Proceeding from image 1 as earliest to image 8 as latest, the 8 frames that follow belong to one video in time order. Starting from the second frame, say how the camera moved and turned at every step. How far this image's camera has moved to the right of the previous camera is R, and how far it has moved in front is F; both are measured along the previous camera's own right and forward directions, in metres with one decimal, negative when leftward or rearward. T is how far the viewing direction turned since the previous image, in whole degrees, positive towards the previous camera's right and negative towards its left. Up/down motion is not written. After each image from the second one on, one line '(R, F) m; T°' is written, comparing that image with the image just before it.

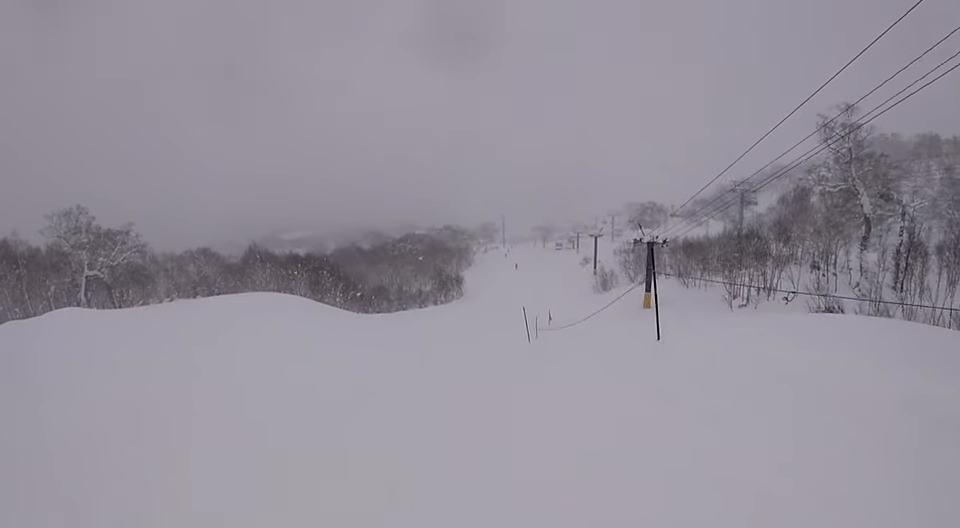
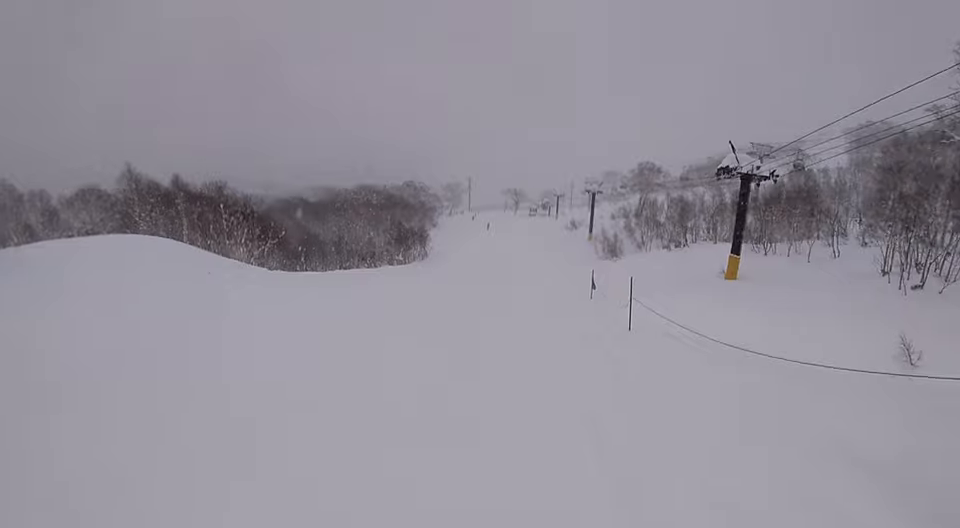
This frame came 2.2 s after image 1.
(+2.0, +19.0) m; +15°
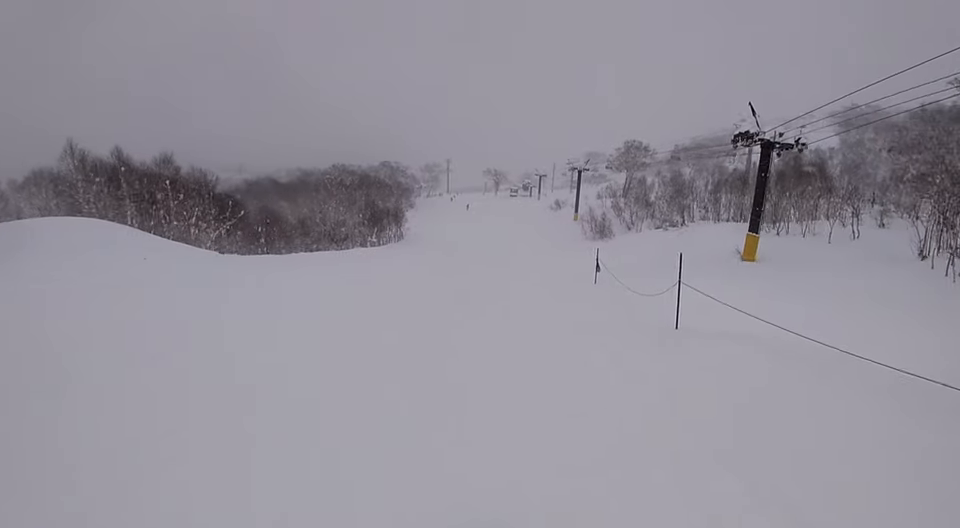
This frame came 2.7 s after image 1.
(+0.3, +3.9) m; +3°
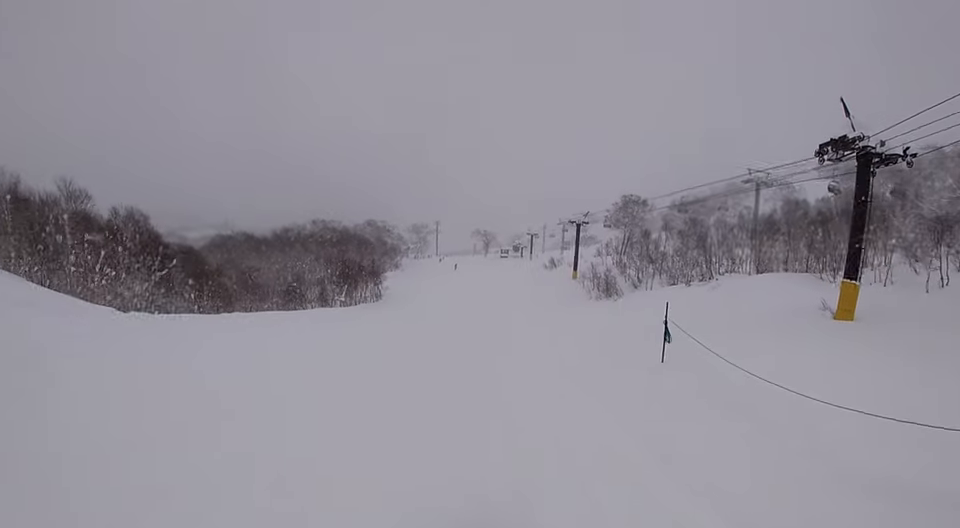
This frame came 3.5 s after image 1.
(+0.2, +8.6) m; 0°
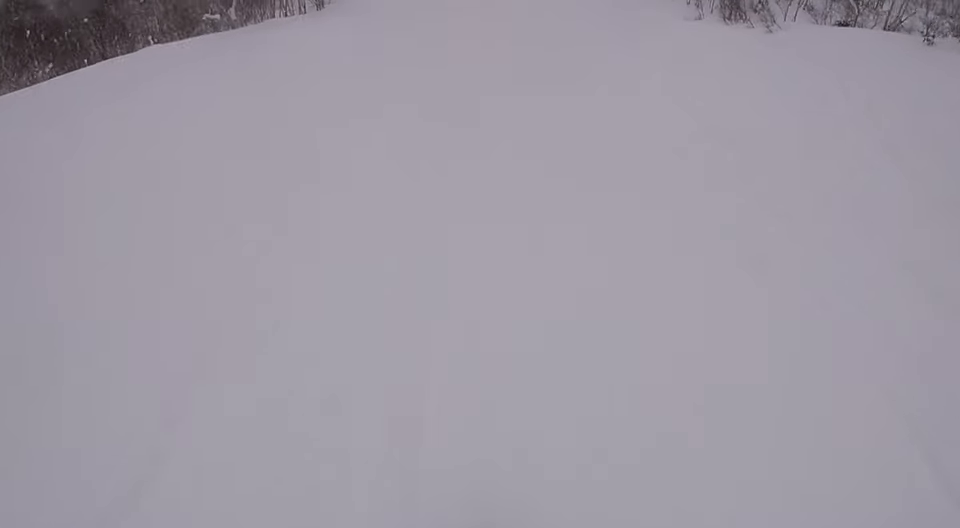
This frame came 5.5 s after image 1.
(-2.1, +18.9) m; -8°
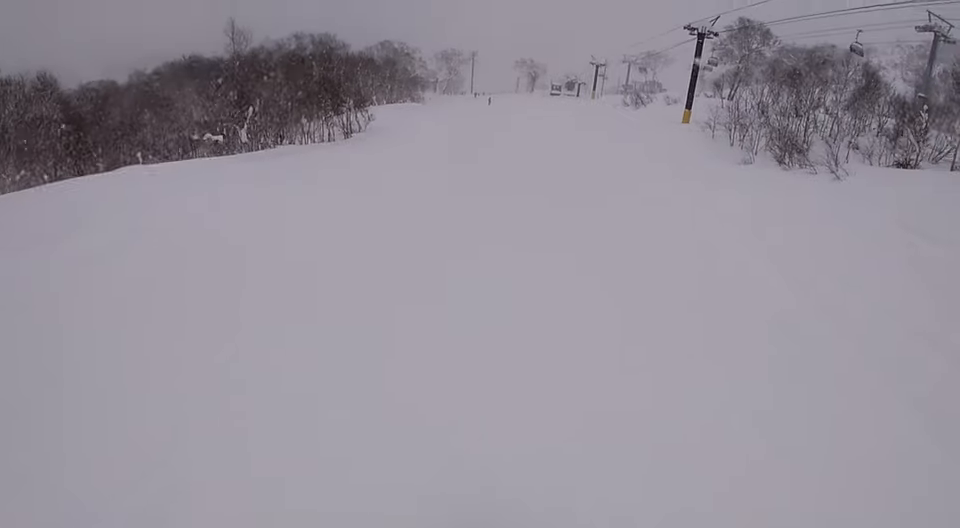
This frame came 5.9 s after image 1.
(-0.3, +4.4) m; +1°
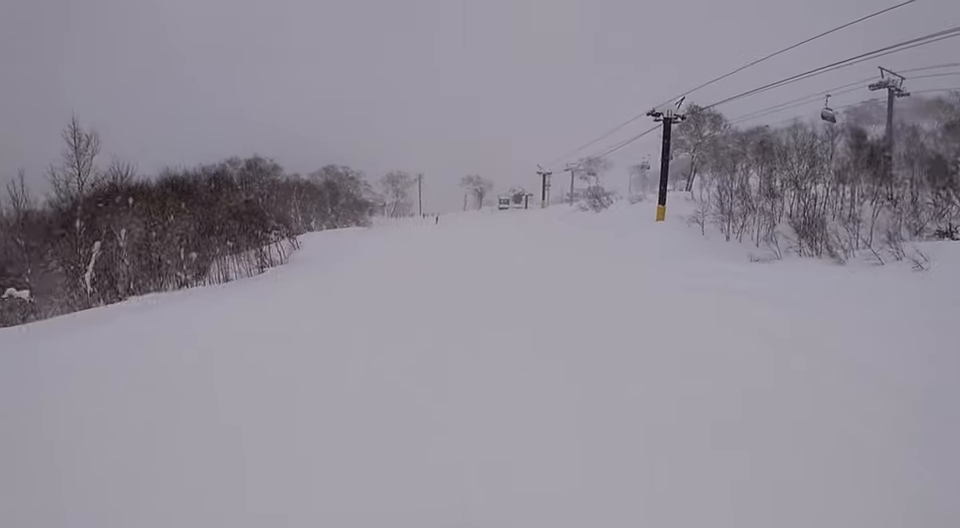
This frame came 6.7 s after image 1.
(+1.1, +7.5) m; +7°
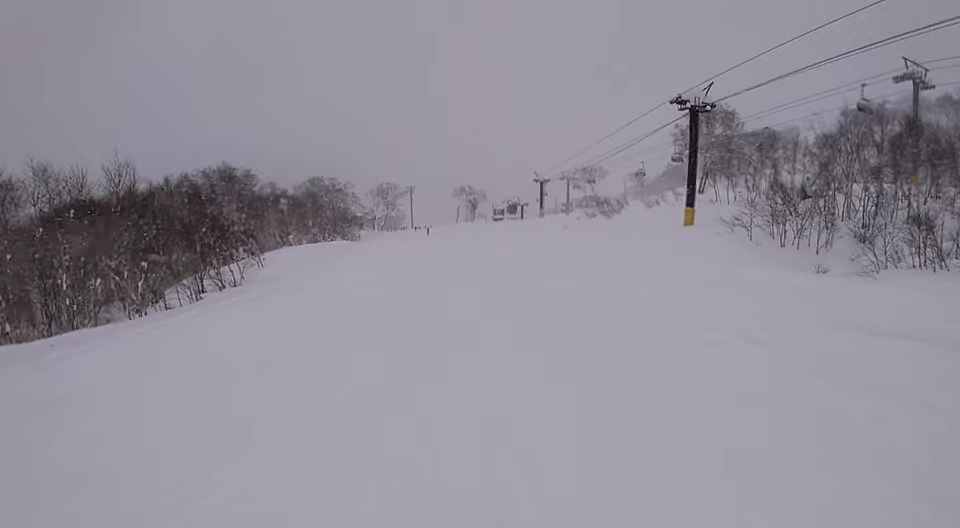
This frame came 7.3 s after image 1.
(+0.1, +5.3) m; -3°
